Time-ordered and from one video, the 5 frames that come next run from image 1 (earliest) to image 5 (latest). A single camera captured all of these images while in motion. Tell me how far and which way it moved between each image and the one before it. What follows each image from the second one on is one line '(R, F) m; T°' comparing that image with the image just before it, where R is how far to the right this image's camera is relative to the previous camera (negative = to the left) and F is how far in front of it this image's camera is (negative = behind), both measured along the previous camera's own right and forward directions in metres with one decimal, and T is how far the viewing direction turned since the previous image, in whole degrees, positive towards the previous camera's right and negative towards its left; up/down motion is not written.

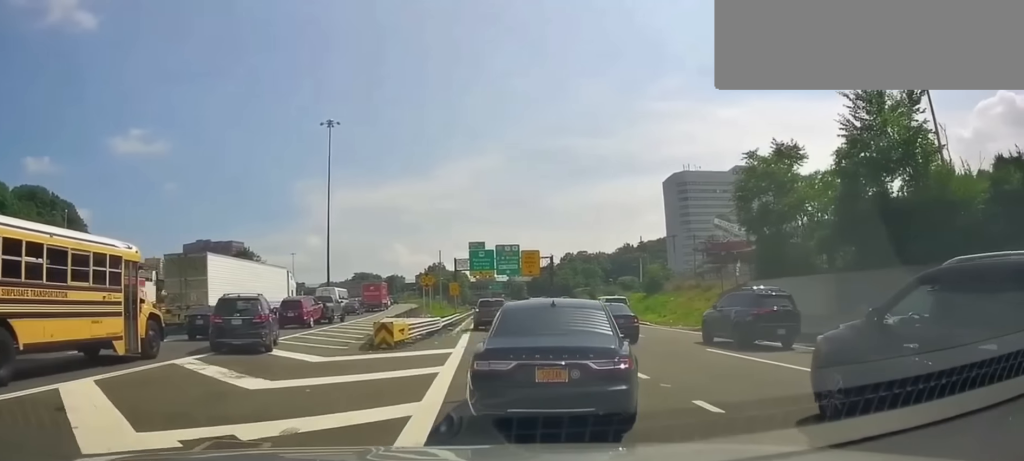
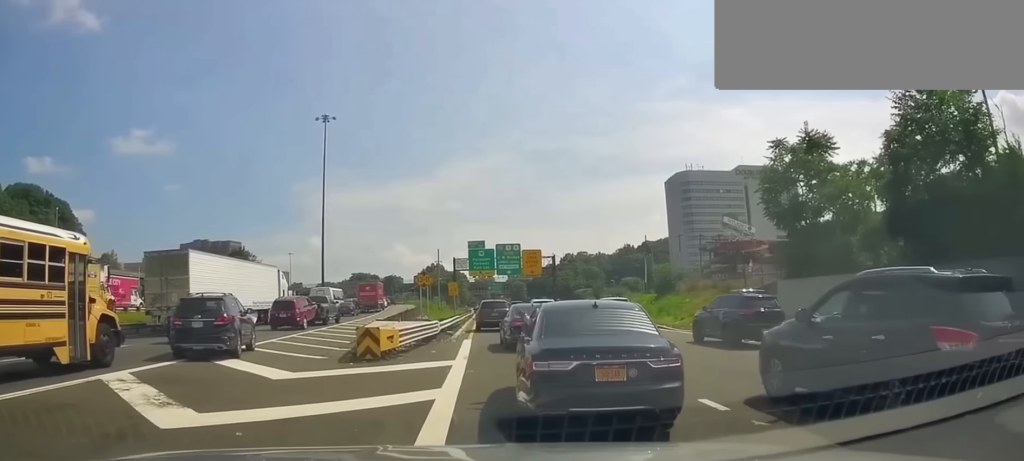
(0.0, +3.0) m; -1°
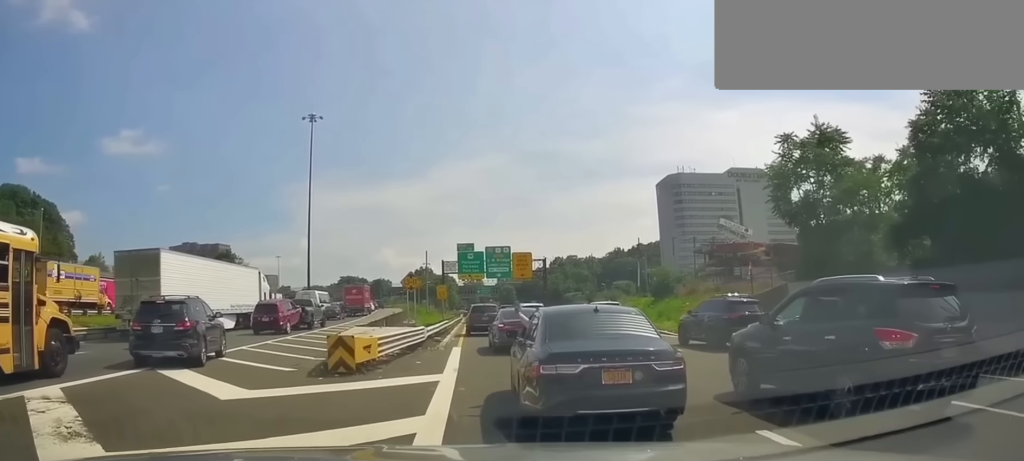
(0.0, +2.0) m; -1°
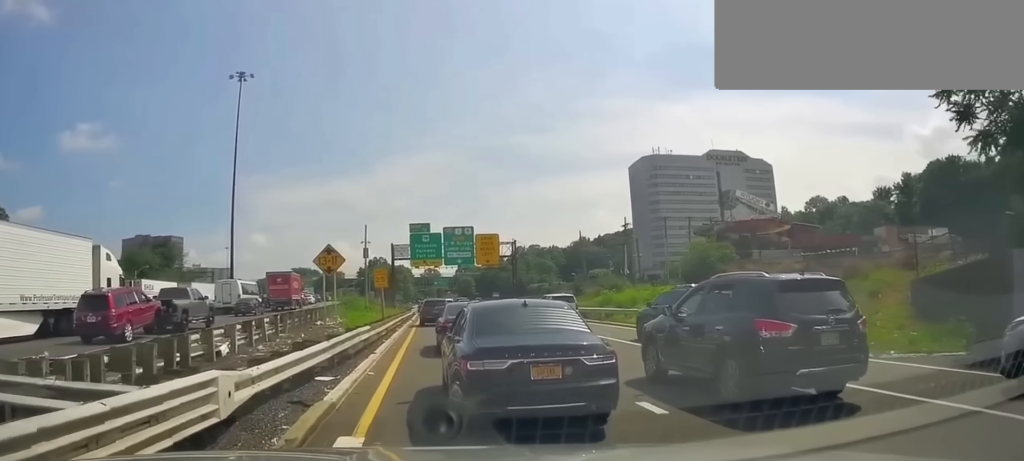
(+1.2, +16.4) m; +3°
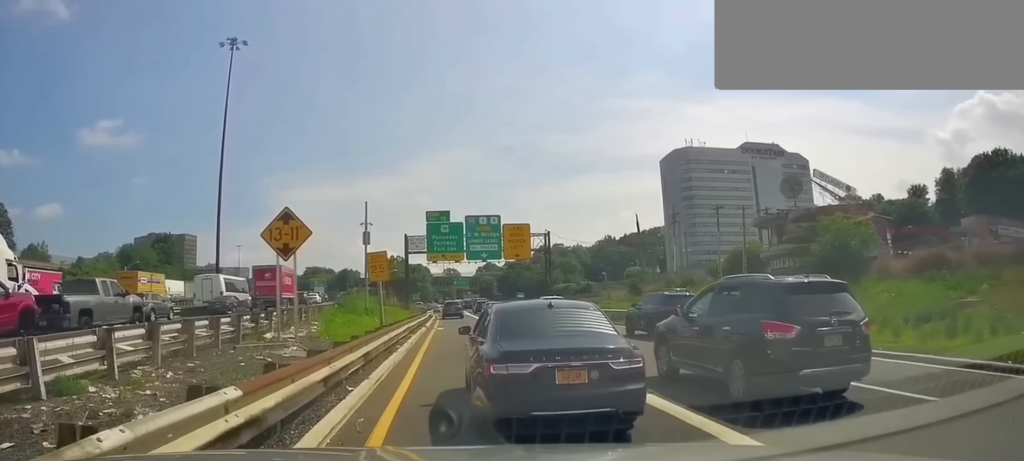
(-0.3, +13.2) m; -3°
